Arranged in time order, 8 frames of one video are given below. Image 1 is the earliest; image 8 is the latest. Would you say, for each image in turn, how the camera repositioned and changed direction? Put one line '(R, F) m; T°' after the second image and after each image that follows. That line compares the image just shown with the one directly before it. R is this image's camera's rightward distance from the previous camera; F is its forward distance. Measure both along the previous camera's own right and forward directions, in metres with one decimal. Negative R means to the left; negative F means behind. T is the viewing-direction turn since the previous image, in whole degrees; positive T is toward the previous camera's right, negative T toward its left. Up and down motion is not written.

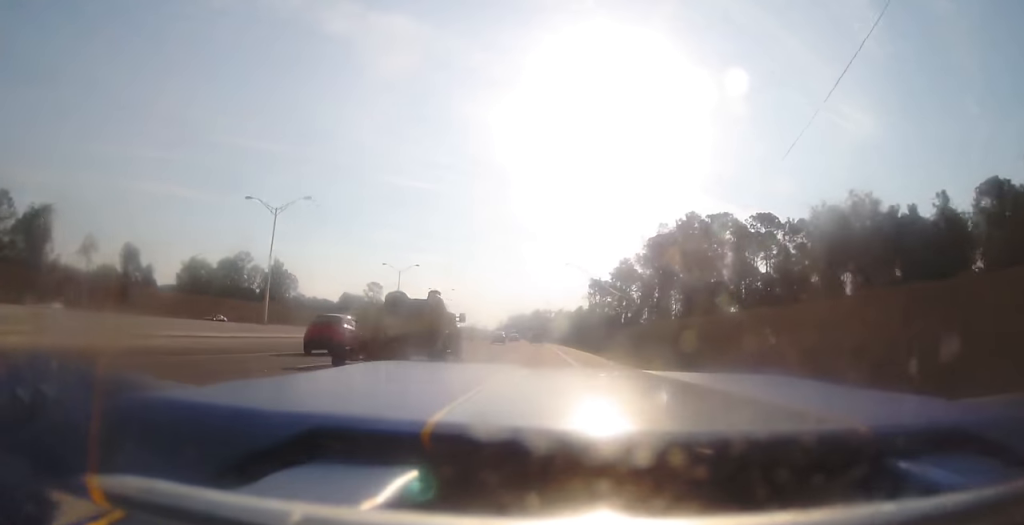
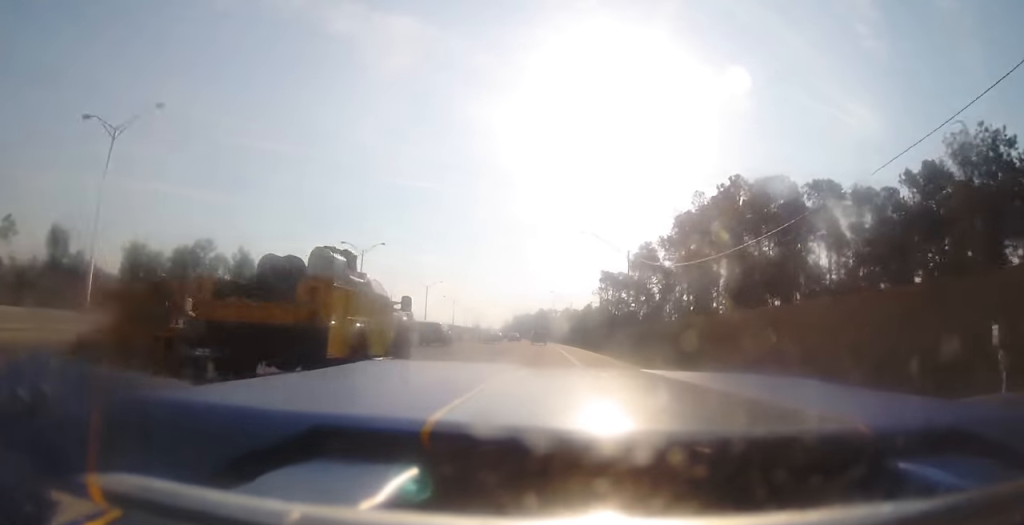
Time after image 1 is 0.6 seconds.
(+0.1, +24.6) m; 0°
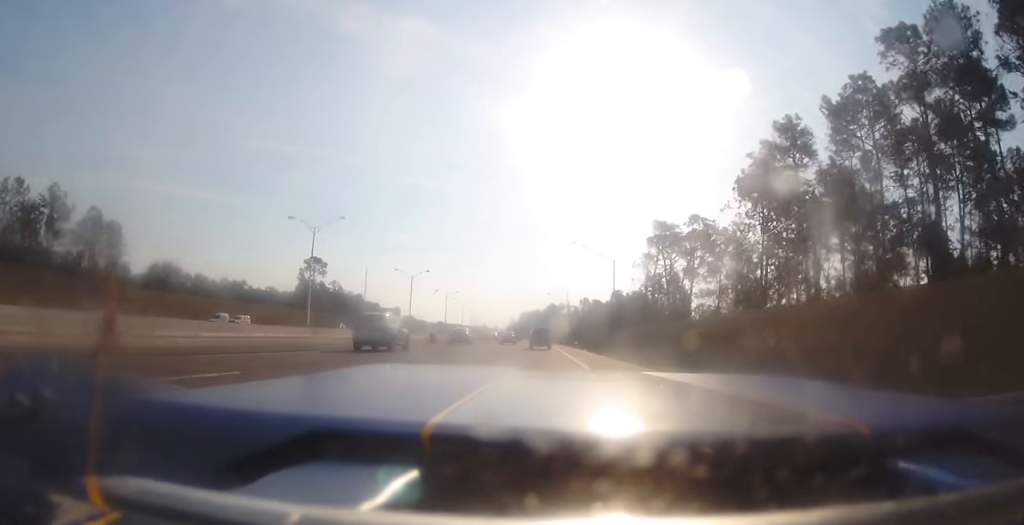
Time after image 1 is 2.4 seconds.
(-2.3, +71.7) m; -3°
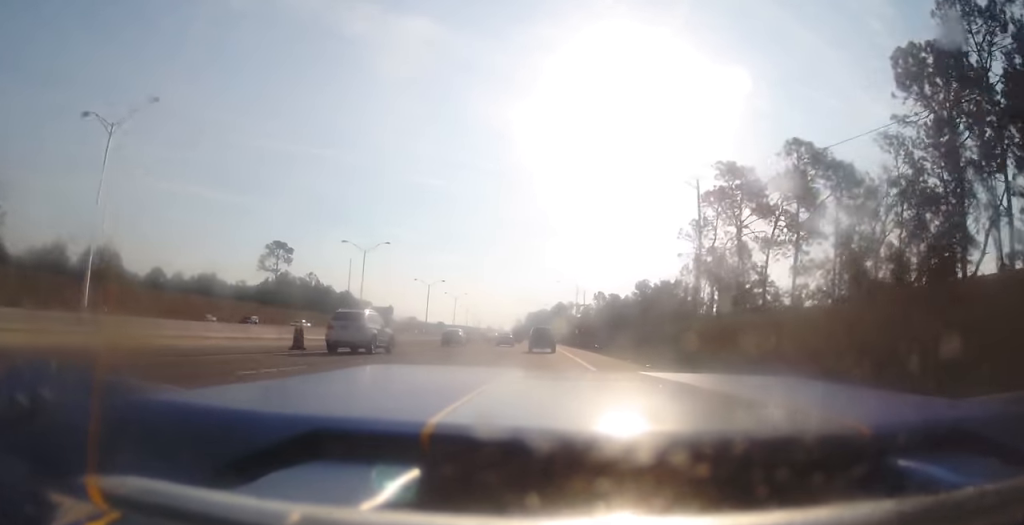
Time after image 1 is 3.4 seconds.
(+0.3, +35.2) m; +1°
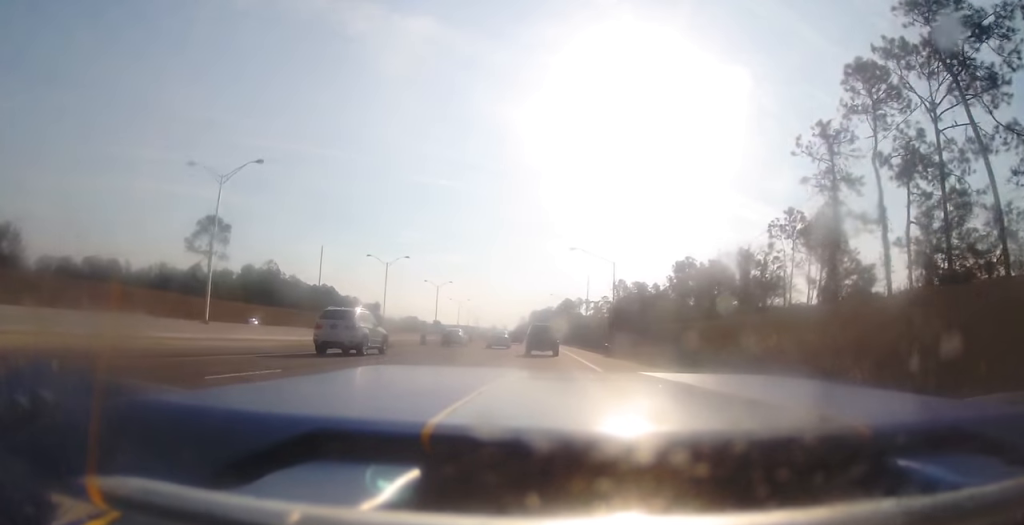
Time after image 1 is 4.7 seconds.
(-0.3, +38.6) m; -1°
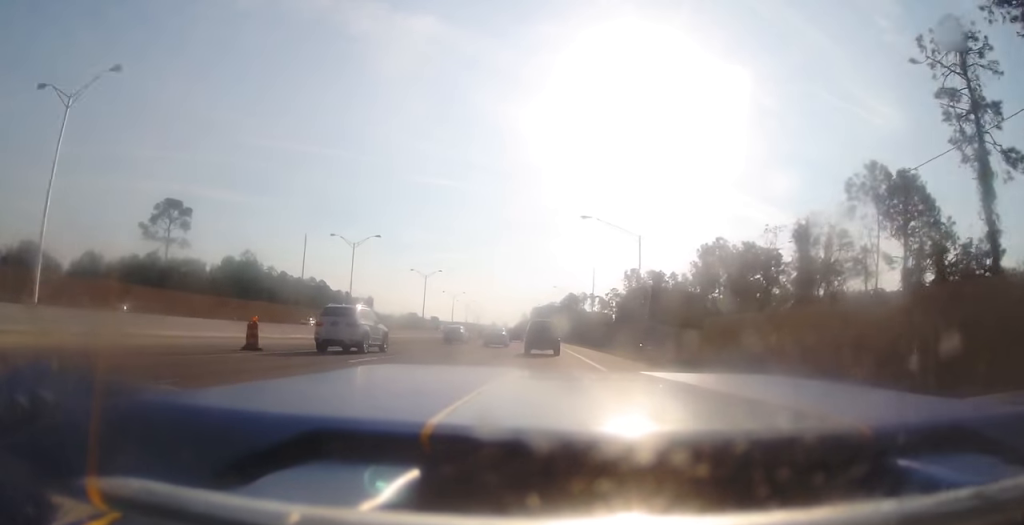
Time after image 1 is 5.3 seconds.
(-0.3, +17.2) m; 0°
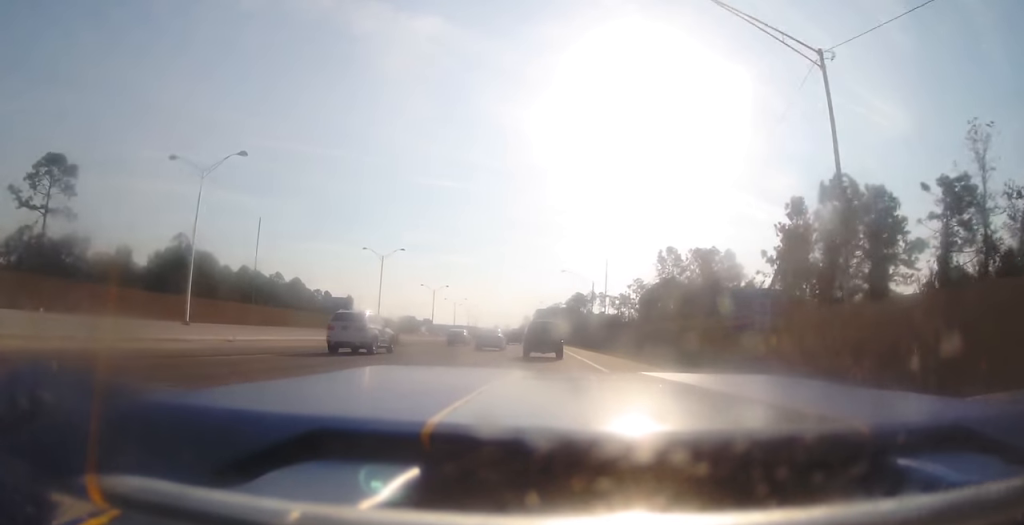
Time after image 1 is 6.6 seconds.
(+0.3, +35.4) m; 0°
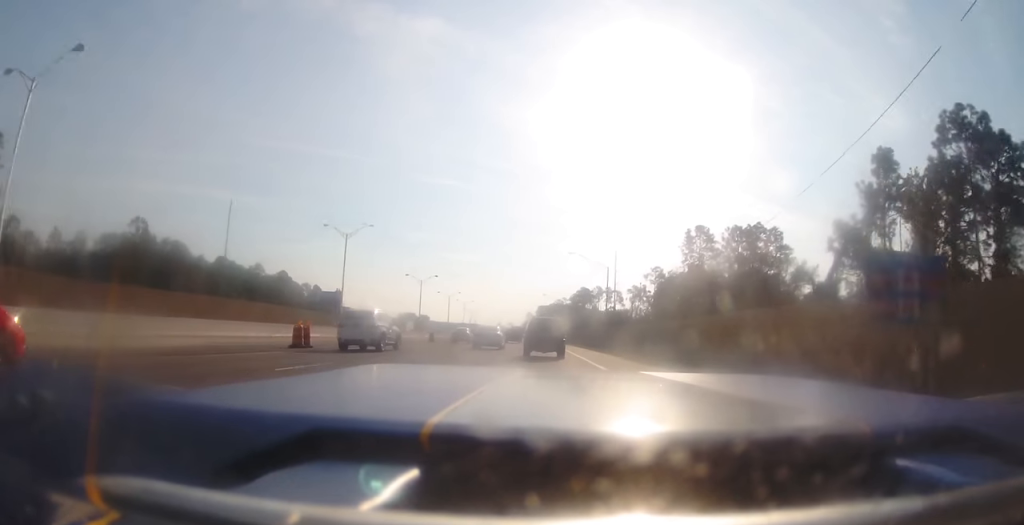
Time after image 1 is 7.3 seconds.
(-0.3, +17.5) m; -1°
